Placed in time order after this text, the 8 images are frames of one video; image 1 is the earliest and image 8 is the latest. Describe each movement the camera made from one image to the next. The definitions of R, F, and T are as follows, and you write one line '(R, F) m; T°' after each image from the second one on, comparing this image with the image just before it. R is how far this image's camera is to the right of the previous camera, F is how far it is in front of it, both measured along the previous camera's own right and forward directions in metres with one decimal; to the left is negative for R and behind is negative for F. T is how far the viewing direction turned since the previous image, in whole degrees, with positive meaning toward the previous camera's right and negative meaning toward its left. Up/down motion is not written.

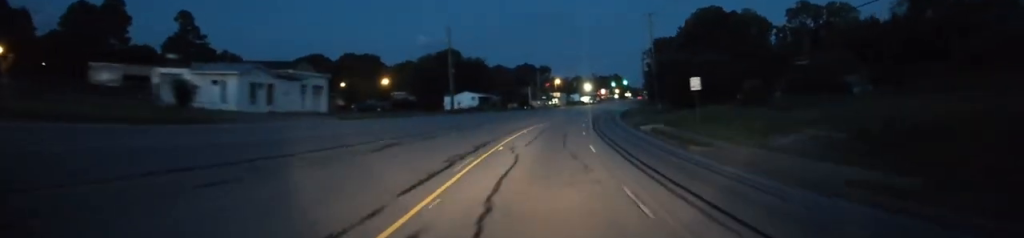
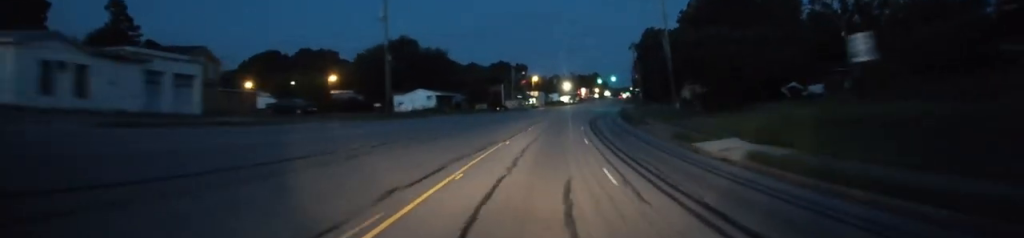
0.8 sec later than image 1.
(+0.6, +21.1) m; +3°
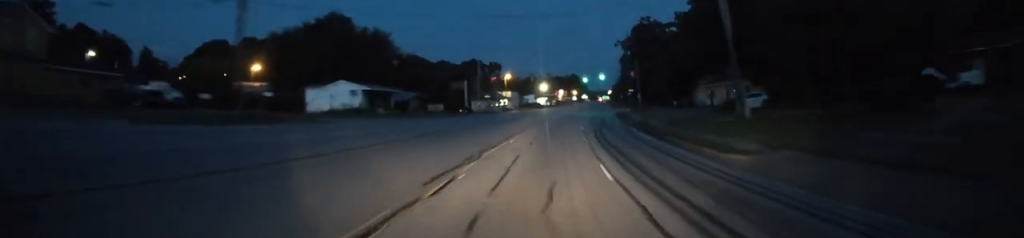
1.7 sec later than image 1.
(+0.6, +23.2) m; +3°
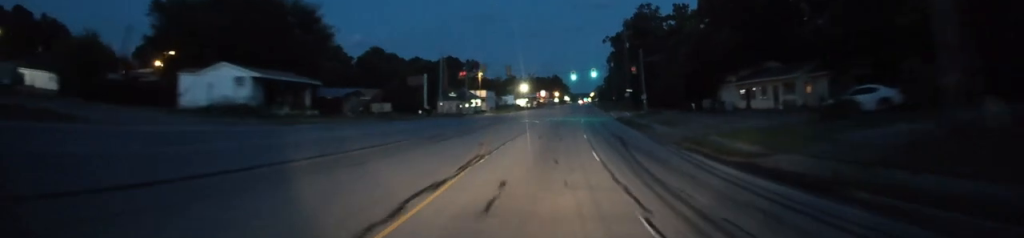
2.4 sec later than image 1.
(+0.3, +19.5) m; +2°
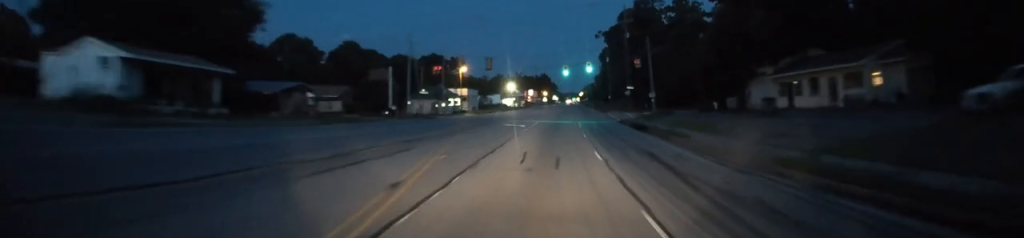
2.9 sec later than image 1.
(+0.1, +12.6) m; +1°
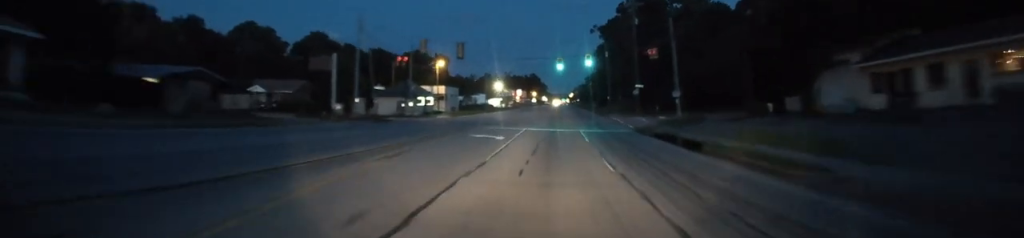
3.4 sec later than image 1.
(+0.1, +14.1) m; +1°
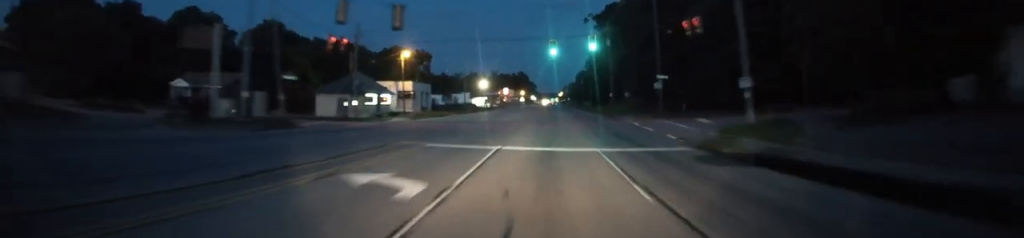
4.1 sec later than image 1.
(+0.3, +17.6) m; +1°
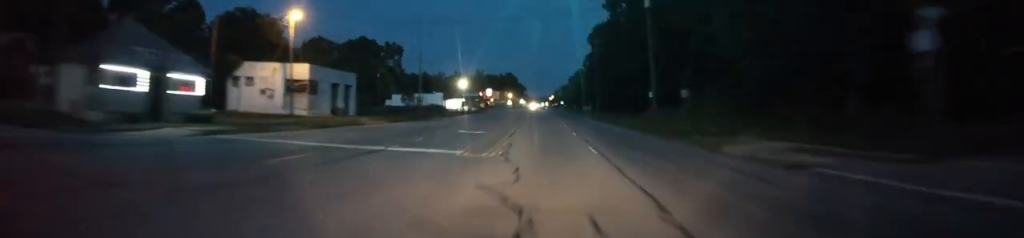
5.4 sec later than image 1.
(+0.3, +33.9) m; +1°
